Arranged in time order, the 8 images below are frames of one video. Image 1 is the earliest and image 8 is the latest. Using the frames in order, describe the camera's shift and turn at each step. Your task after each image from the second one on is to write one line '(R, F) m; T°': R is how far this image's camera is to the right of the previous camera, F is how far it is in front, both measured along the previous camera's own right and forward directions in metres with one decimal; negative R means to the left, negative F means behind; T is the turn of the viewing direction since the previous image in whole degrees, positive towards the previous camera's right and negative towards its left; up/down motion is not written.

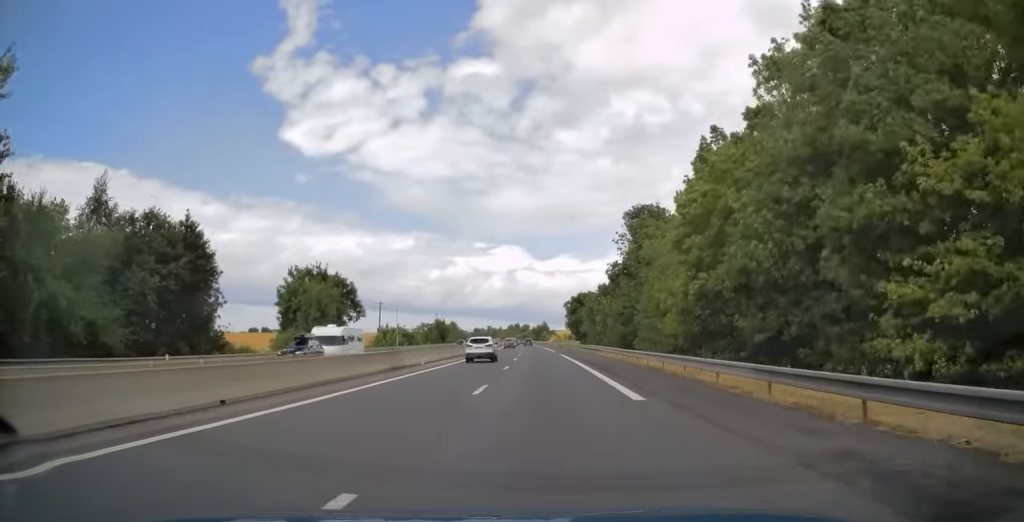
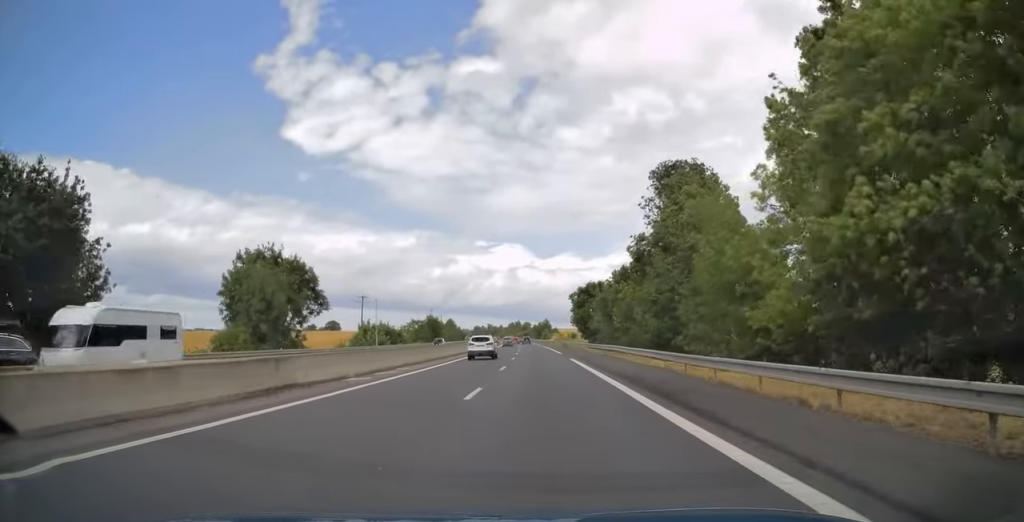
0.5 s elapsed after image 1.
(-0.1, +14.6) m; 0°
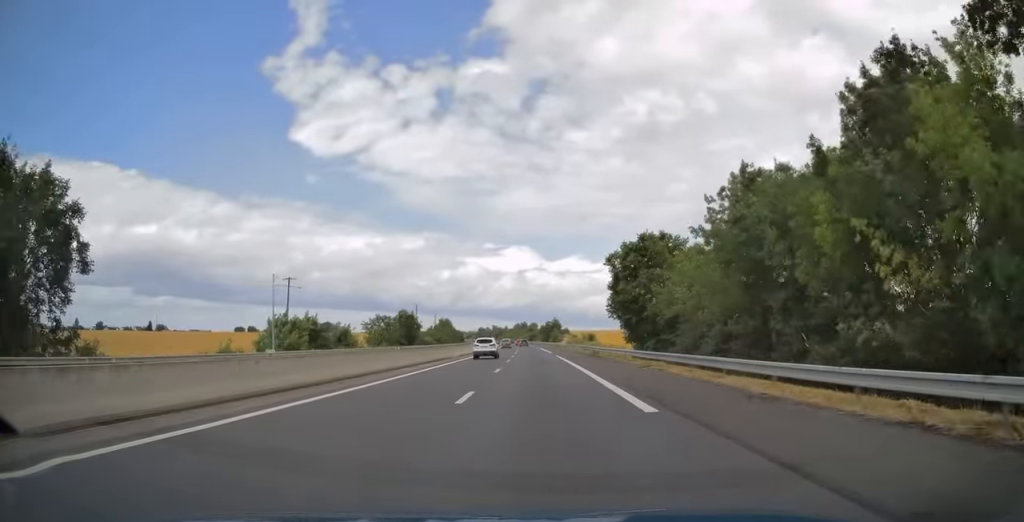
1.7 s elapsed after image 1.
(0.0, +39.3) m; 0°
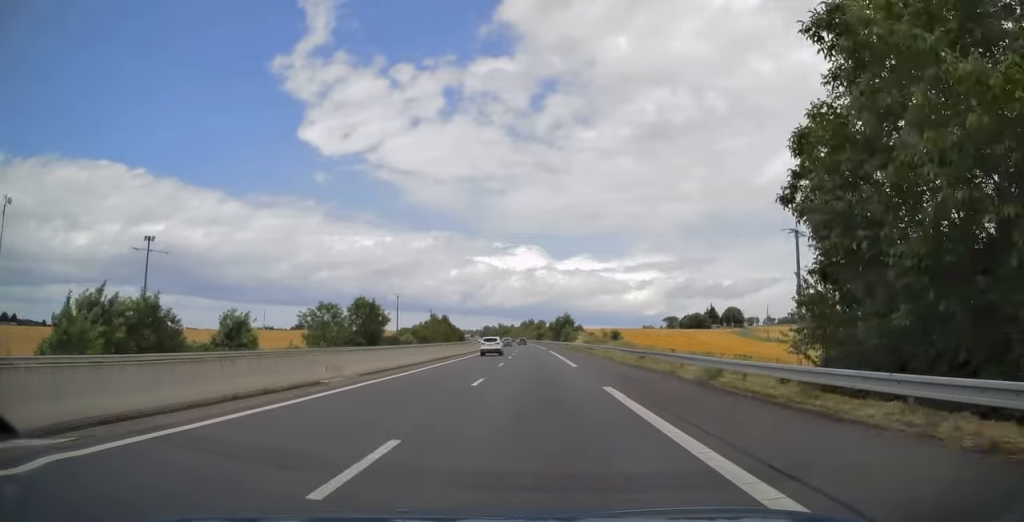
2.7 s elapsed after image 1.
(-0.3, +33.9) m; -1°
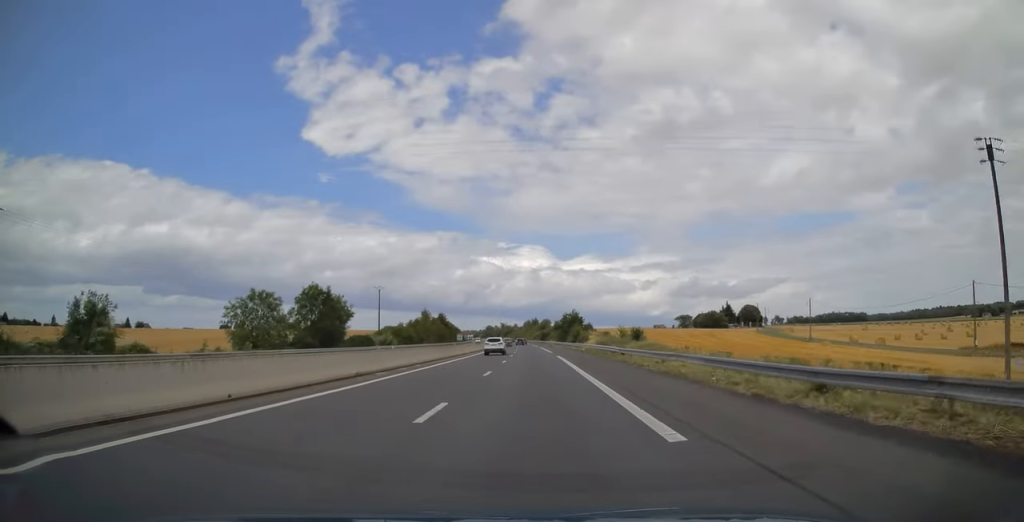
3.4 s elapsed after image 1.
(-0.1, +21.0) m; -1°
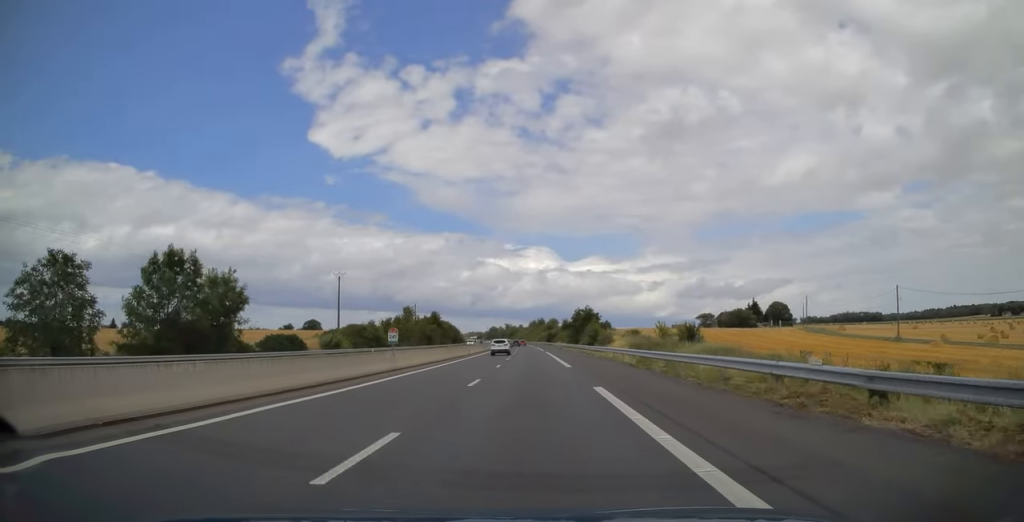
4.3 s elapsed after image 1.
(-0.2, +30.2) m; -1°
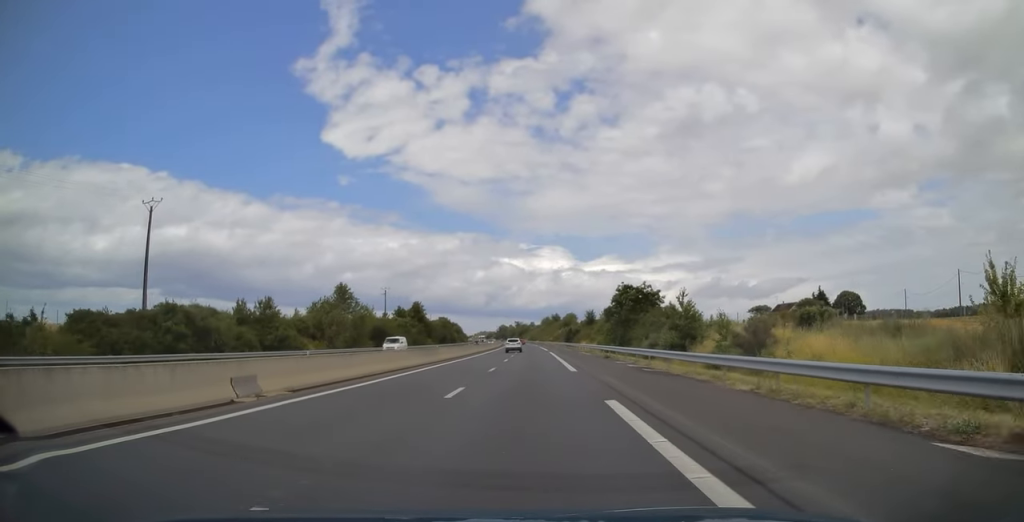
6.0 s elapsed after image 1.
(-0.4, +55.8) m; -1°
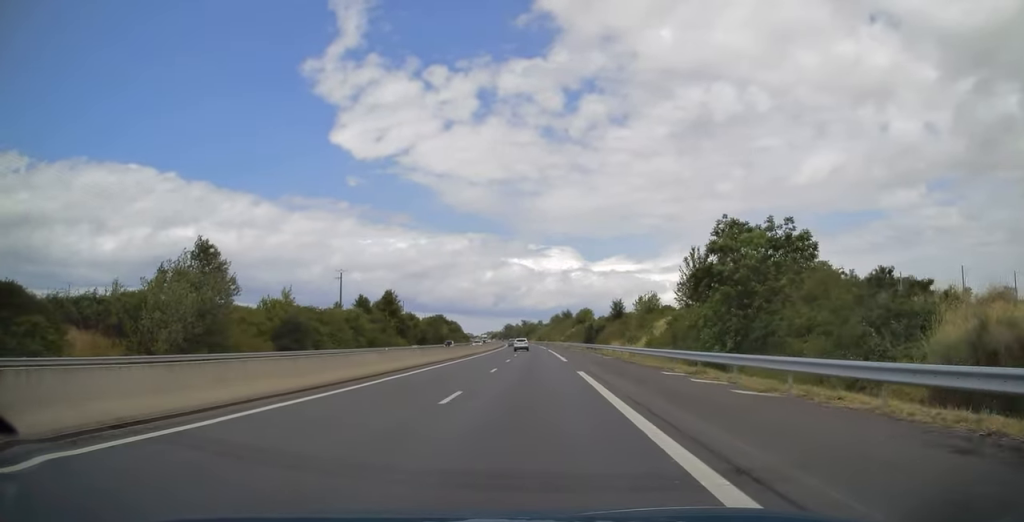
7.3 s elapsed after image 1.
(-0.3, +40.2) m; -1°
